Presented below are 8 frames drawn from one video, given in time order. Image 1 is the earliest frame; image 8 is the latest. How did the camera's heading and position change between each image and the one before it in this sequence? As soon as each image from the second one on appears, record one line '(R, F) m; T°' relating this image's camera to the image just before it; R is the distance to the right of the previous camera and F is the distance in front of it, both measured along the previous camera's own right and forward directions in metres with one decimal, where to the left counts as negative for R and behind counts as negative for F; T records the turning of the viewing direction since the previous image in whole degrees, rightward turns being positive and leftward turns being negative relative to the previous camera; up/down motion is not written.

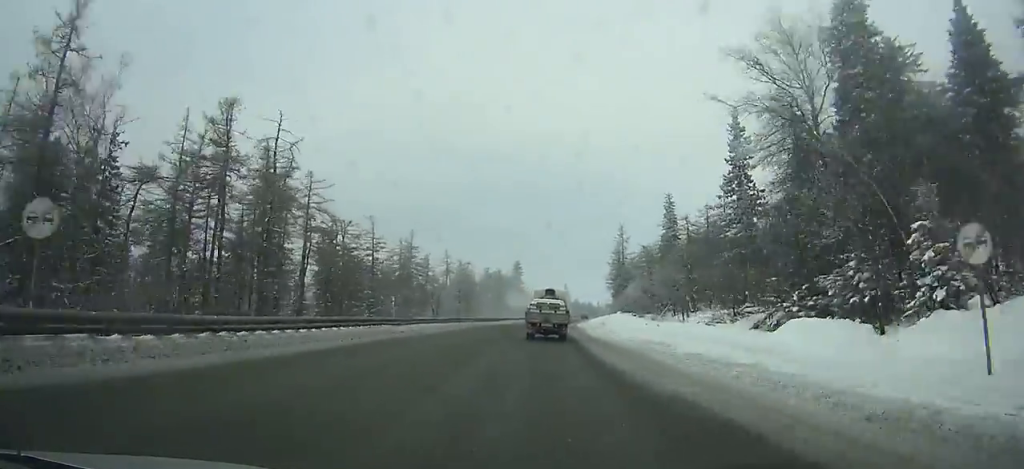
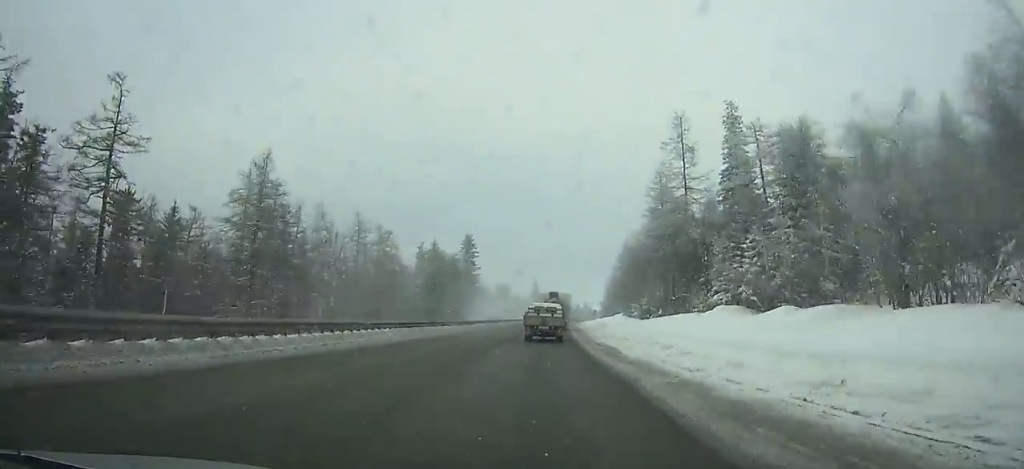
(+1.4, +59.1) m; +4°
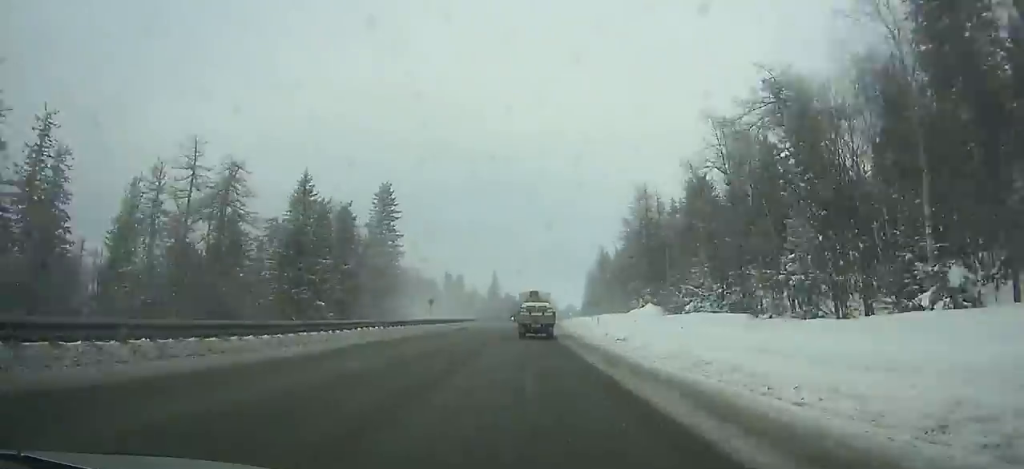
(+1.5, +46.7) m; +2°
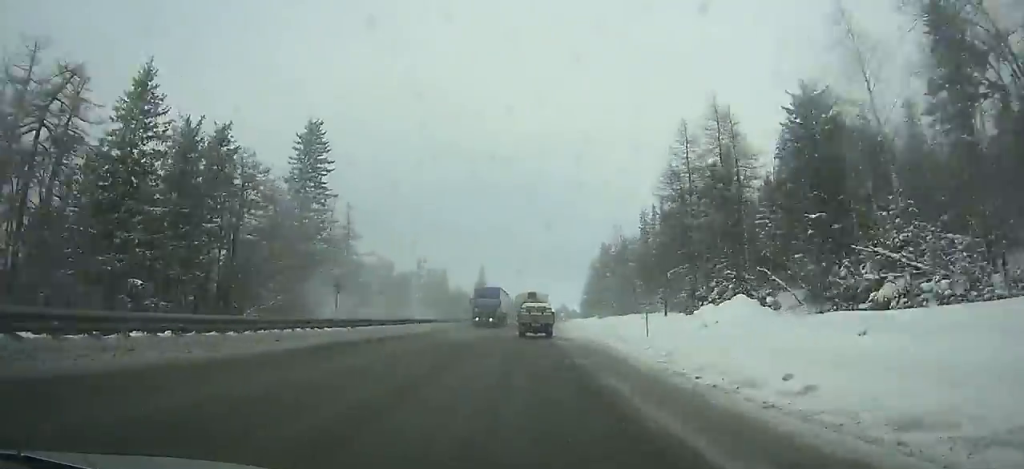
(+0.3, +25.1) m; +1°
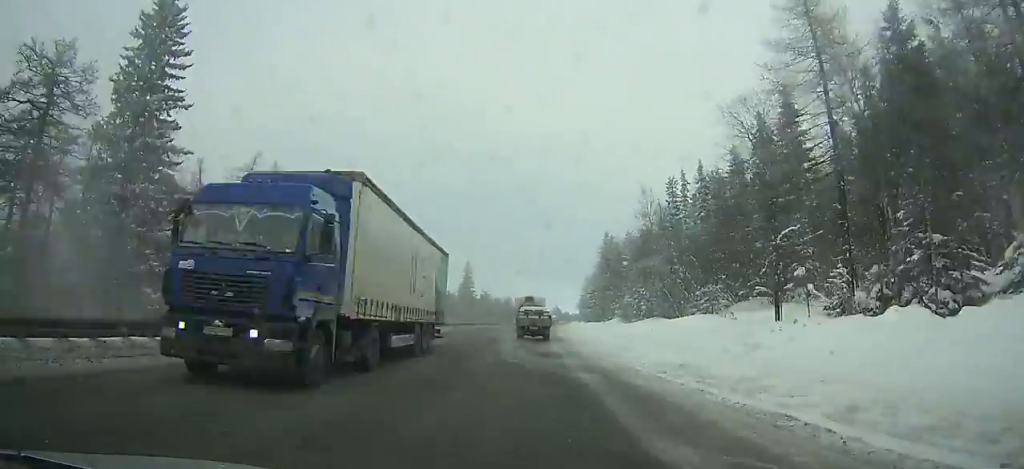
(+0.1, +23.4) m; +1°
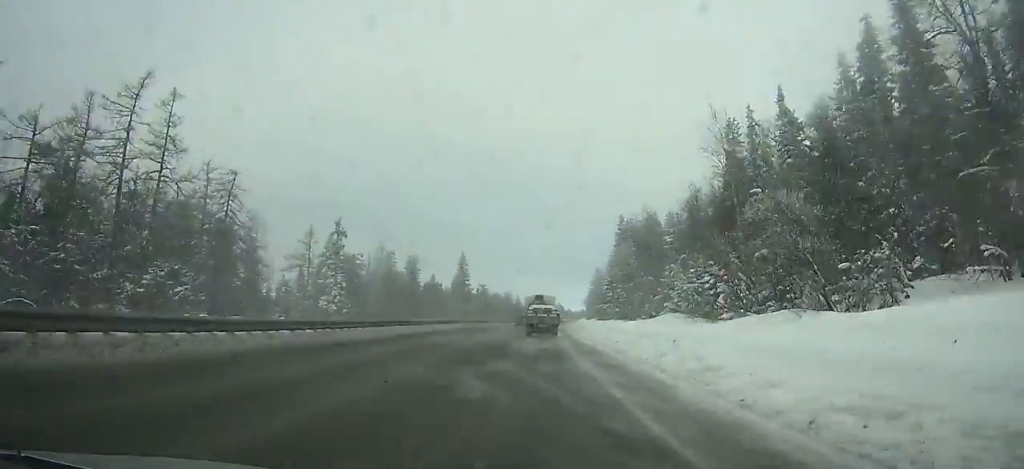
(+0.2, +21.9) m; +1°
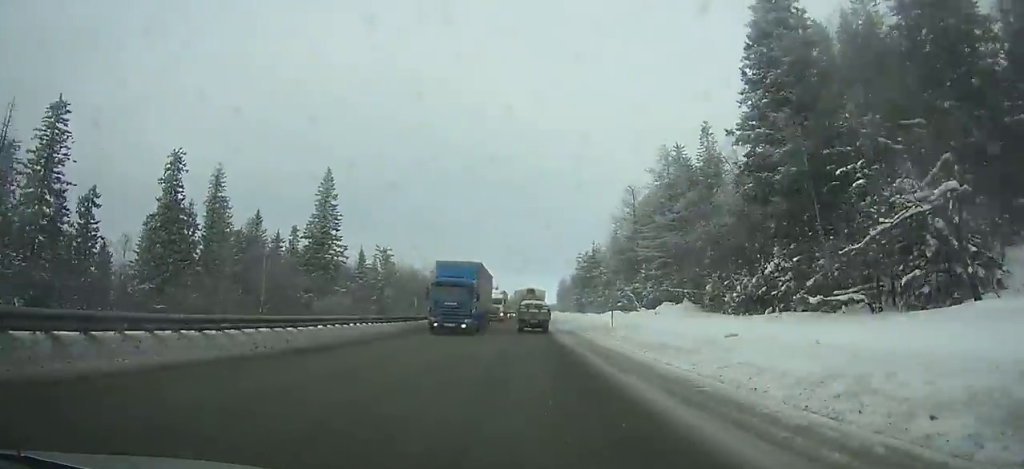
(+3.1, +92.6) m; +4°
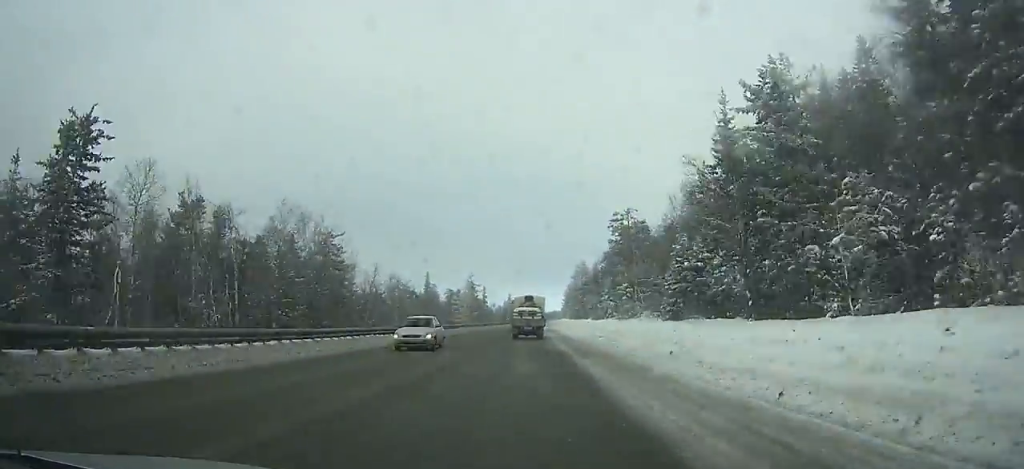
(+1.0, +80.0) m; +1°
